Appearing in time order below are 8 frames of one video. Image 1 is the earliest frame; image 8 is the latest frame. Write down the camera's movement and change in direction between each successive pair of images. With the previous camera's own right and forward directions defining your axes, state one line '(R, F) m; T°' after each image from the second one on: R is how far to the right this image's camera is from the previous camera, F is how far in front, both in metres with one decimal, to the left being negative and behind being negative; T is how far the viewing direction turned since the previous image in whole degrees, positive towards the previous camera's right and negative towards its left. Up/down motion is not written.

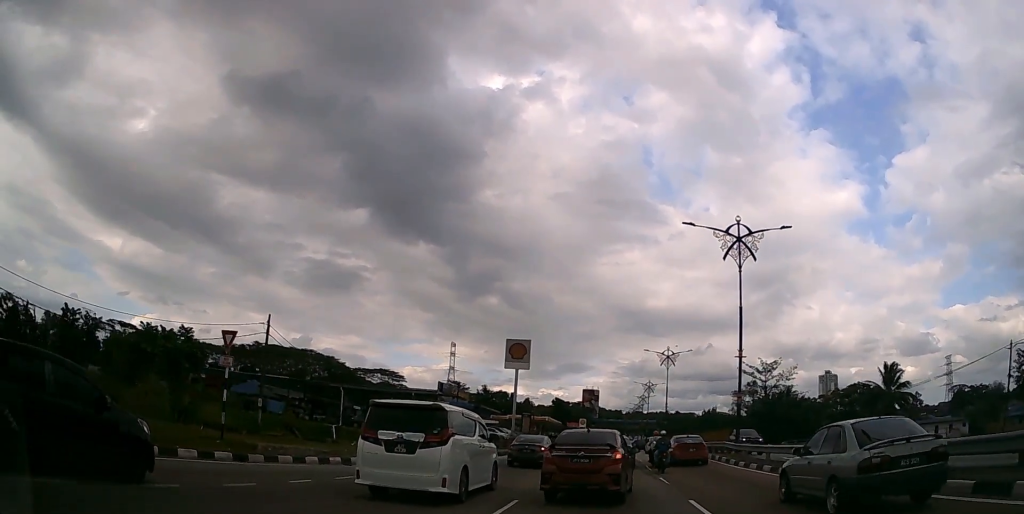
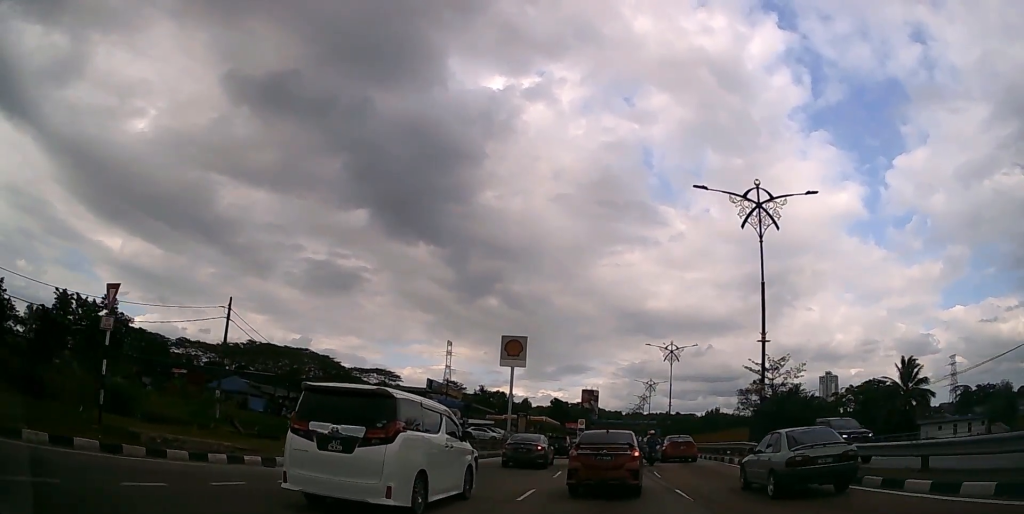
(0.0, +4.6) m; 0°
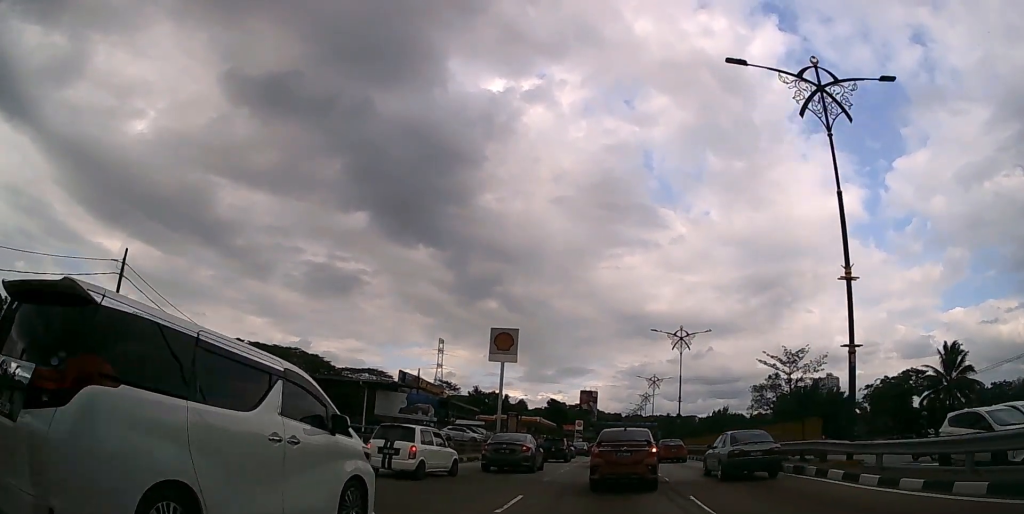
(0.0, +9.2) m; +1°
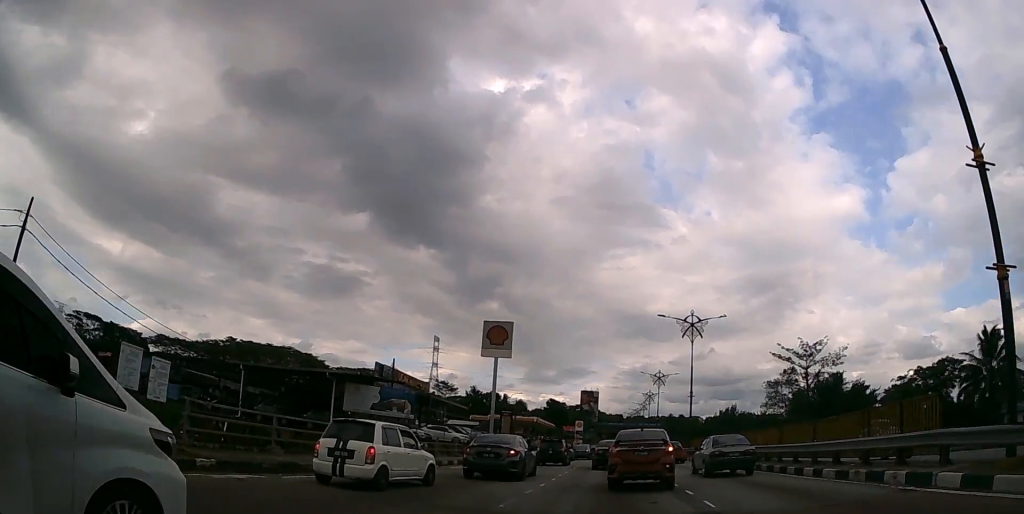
(0.0, +7.2) m; 0°
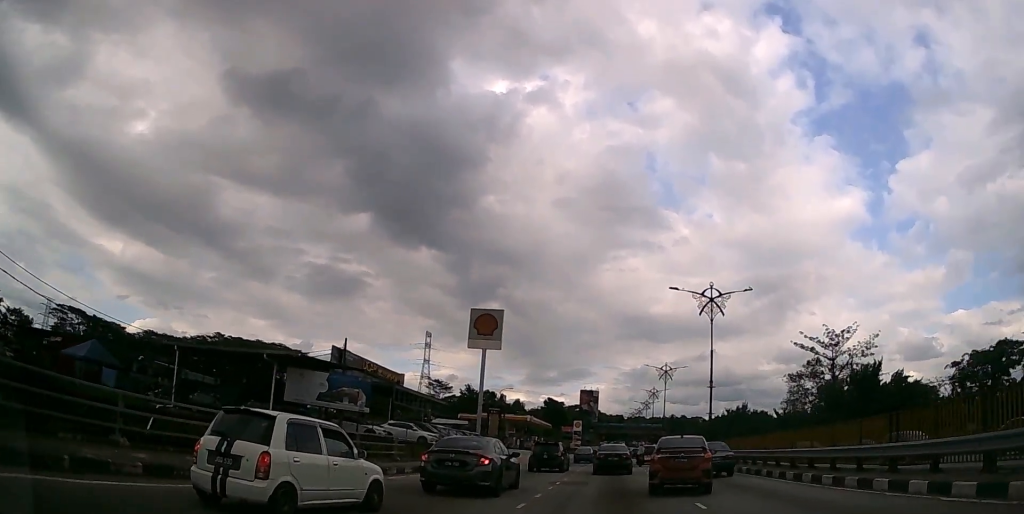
(-0.1, +9.7) m; 0°
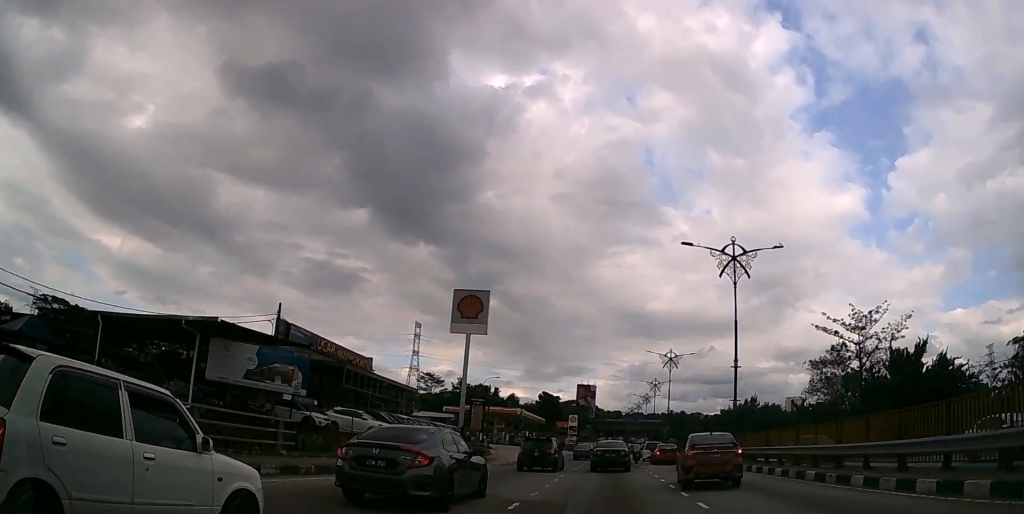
(0.0, +8.2) m; 0°
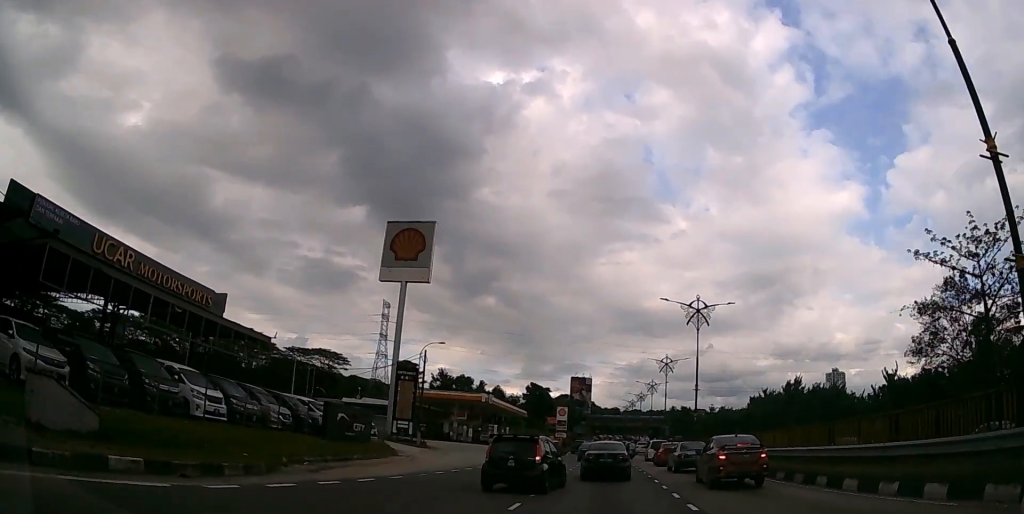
(+0.2, +24.0) m; 0°
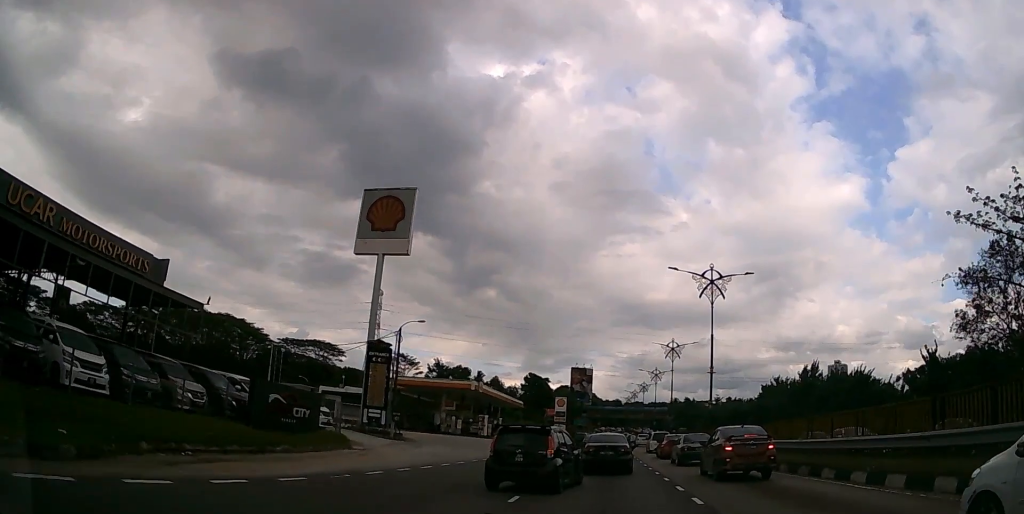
(0.0, +6.3) m; 0°
